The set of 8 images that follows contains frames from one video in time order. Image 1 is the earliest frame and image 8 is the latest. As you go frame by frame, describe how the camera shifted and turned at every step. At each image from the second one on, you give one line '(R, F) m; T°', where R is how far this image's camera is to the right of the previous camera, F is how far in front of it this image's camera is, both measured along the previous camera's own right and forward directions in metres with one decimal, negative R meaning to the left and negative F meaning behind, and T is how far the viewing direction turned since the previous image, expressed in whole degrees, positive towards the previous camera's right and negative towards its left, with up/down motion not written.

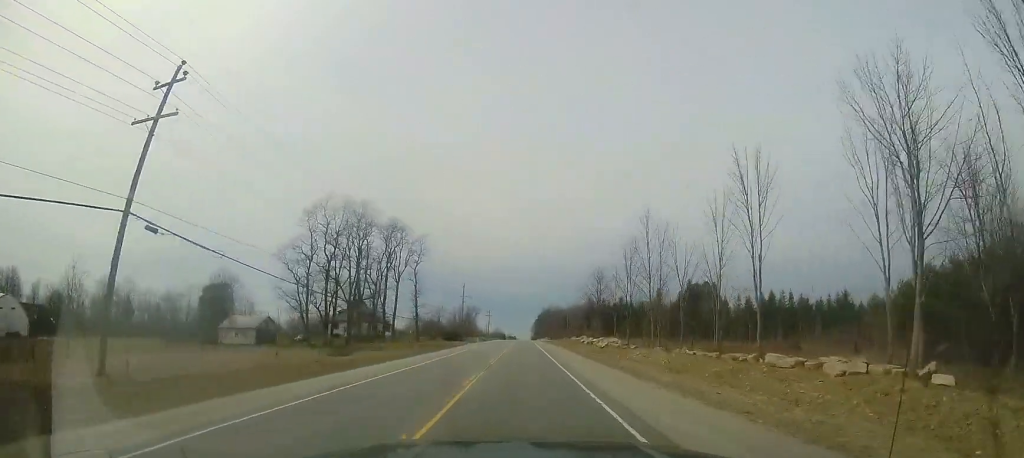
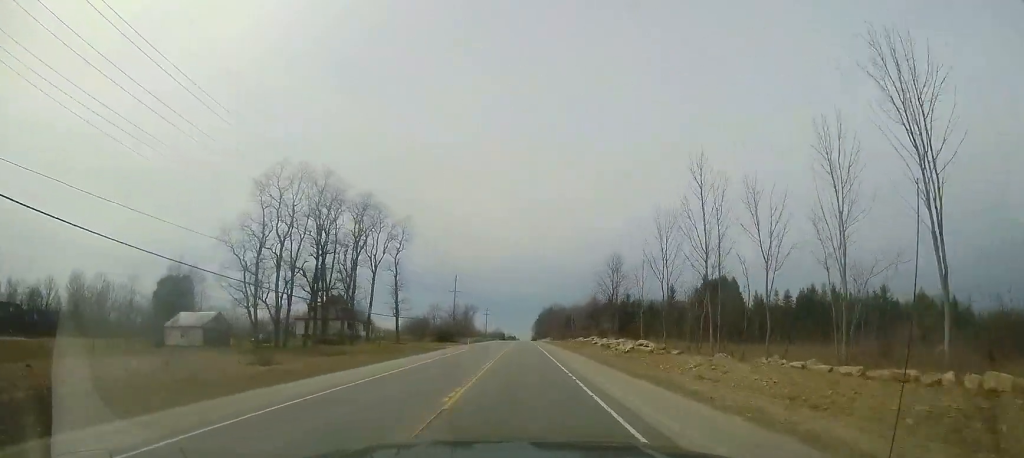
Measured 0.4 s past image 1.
(-0.1, +11.5) m; 0°
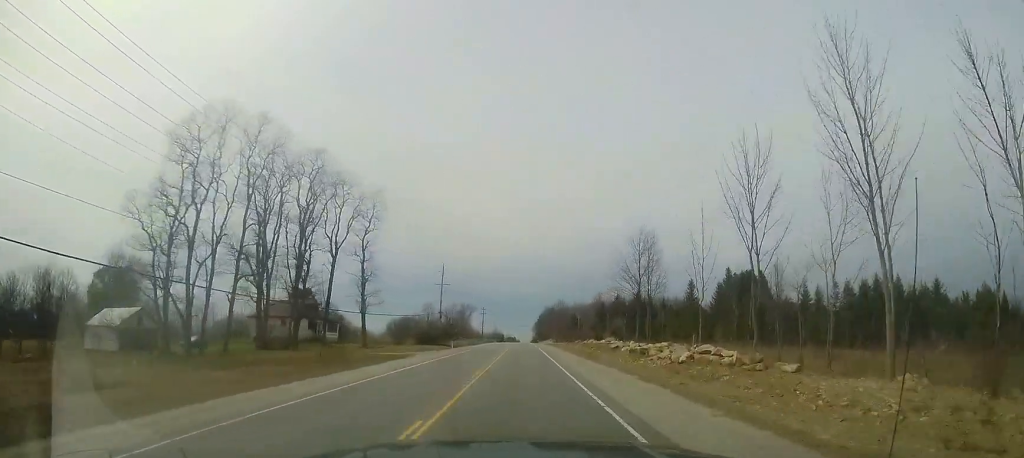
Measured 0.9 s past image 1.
(+0.1, +13.4) m; 0°
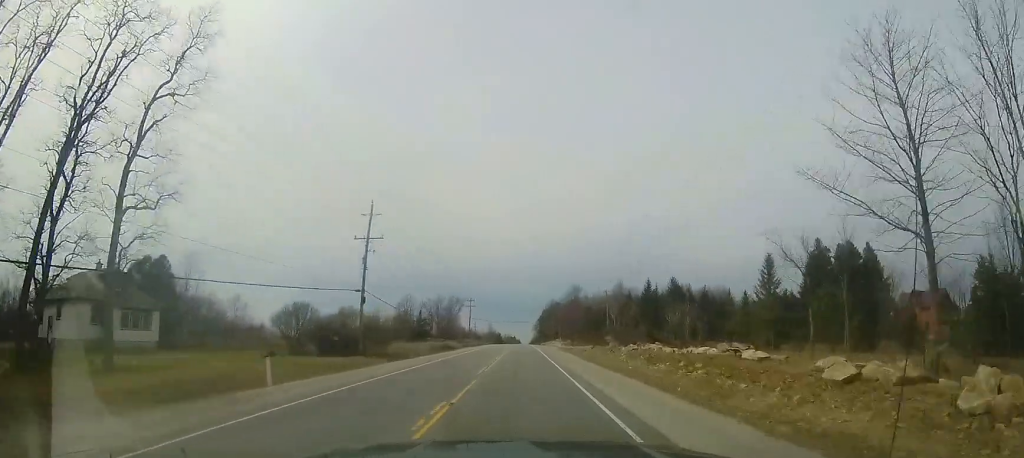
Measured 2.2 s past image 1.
(+0.4, +34.1) m; +1°
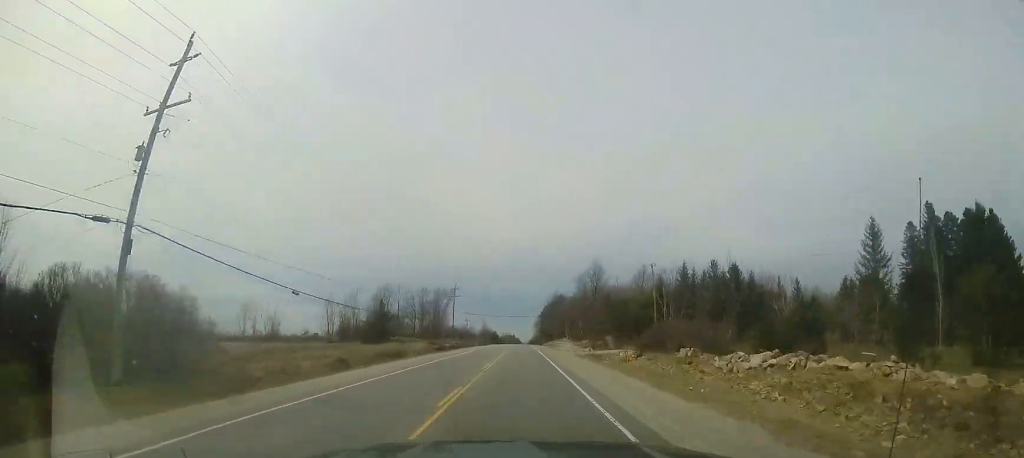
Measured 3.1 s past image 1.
(-0.1, +24.3) m; -1°
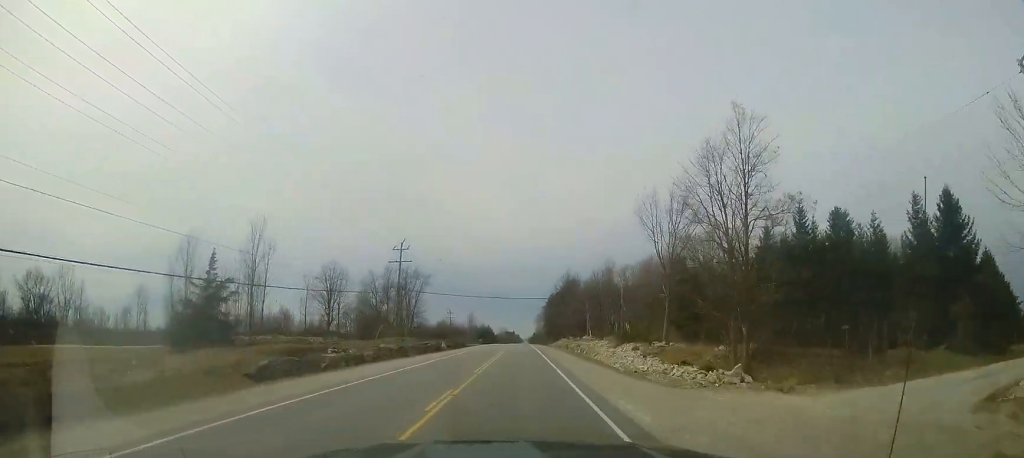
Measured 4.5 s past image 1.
(-0.7, +36.9) m; -1°
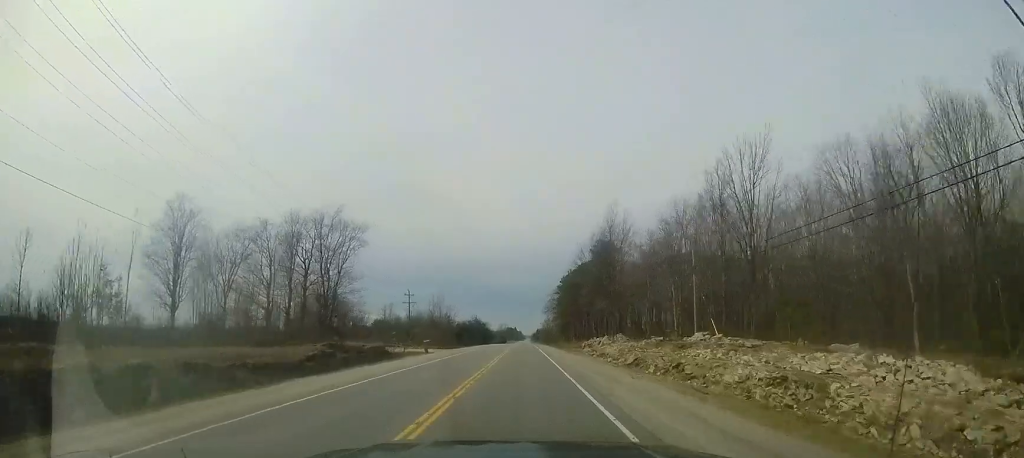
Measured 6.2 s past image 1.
(+0.5, +46.5) m; +1°
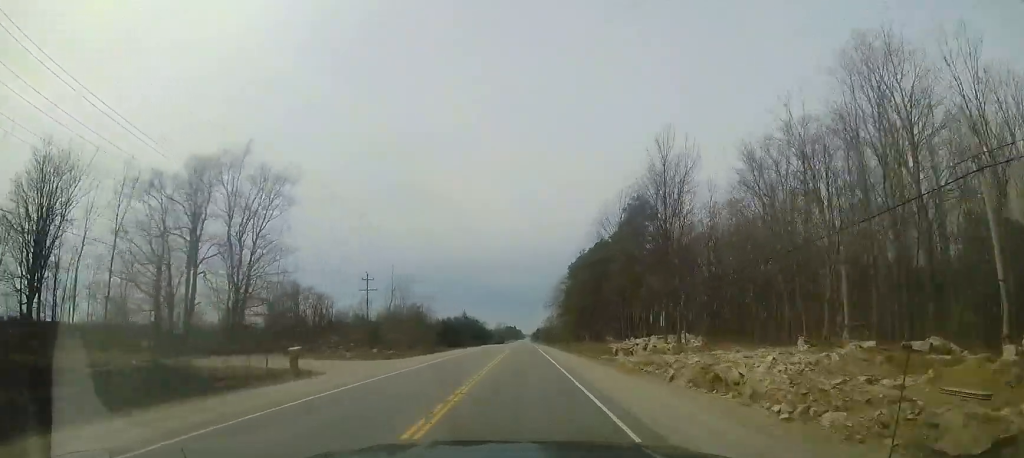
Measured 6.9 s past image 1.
(+0.1, +21.1) m; 0°
